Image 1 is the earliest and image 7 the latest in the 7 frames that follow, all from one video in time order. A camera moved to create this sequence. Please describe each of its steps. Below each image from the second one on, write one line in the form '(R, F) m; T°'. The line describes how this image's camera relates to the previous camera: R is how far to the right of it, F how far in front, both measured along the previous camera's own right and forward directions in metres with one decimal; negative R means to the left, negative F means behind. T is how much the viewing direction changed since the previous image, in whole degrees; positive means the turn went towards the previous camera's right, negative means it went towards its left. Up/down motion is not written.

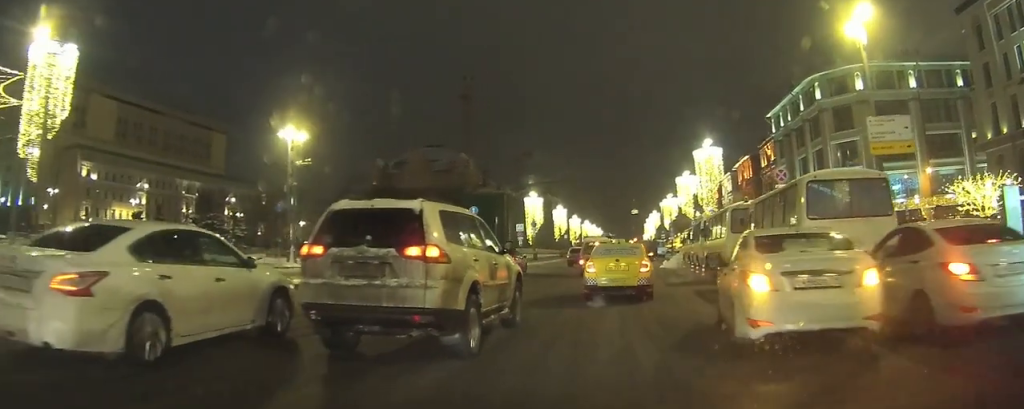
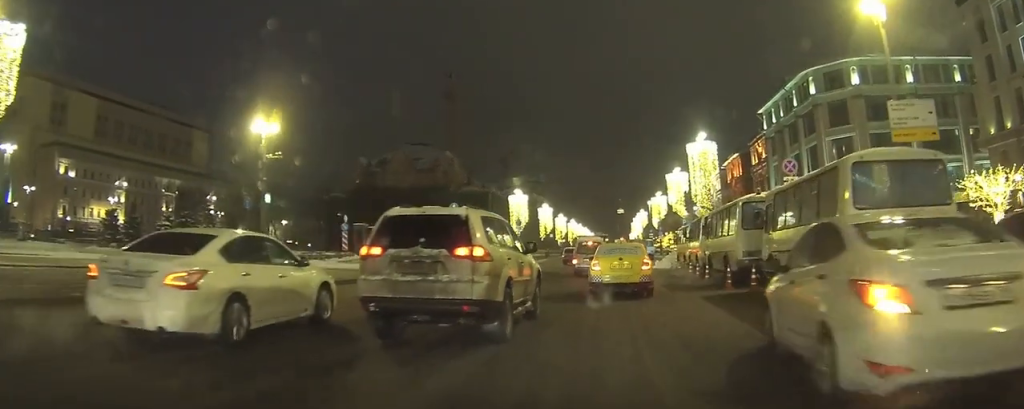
(0.0, +2.6) m; +2°
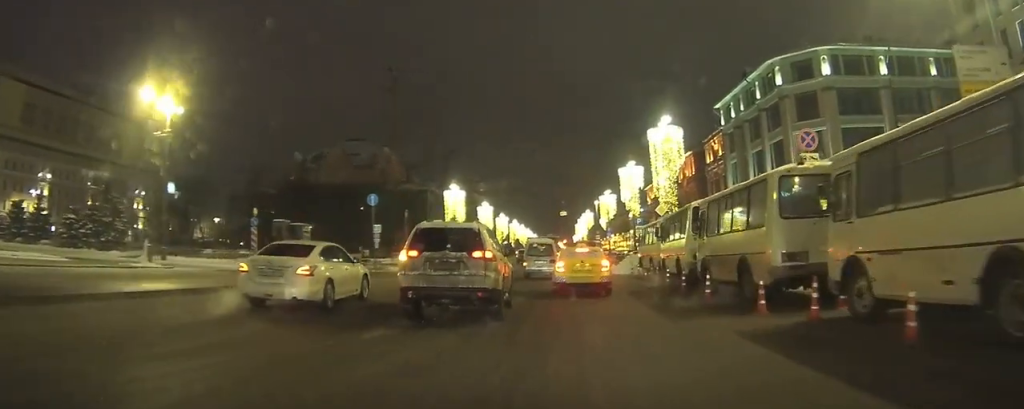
(+0.2, +6.9) m; +3°
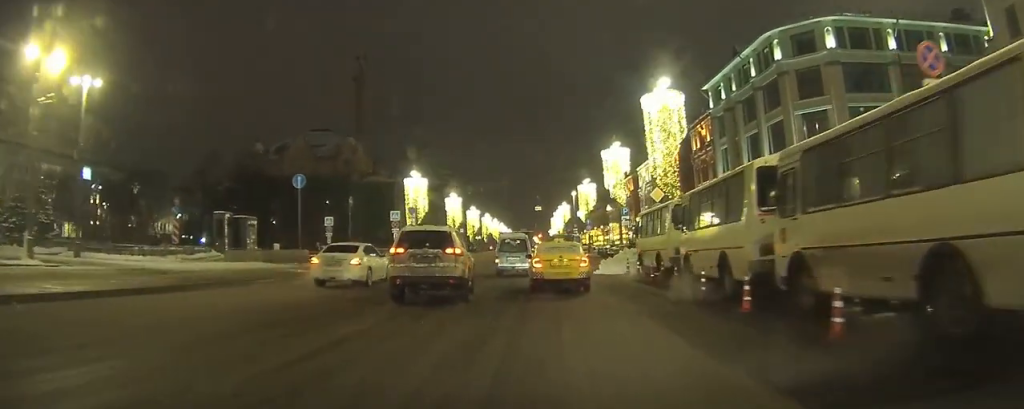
(+0.1, +7.7) m; +2°
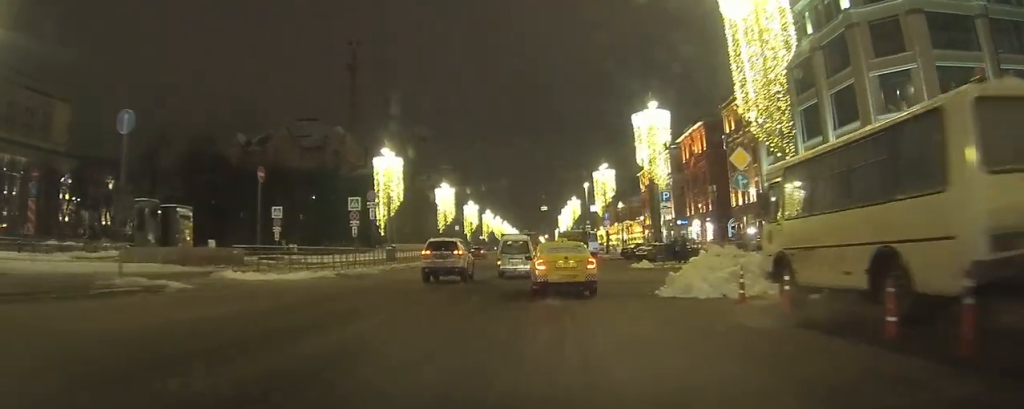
(+0.4, +16.5) m; +2°
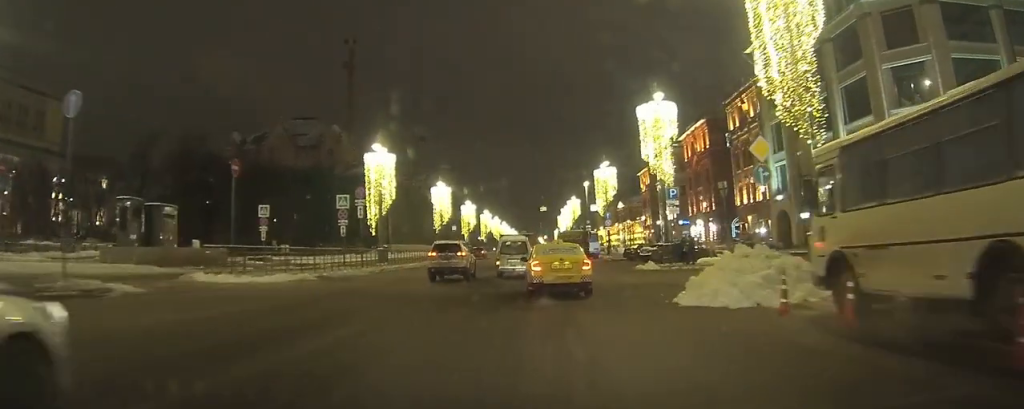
(0.0, +2.6) m; 0°
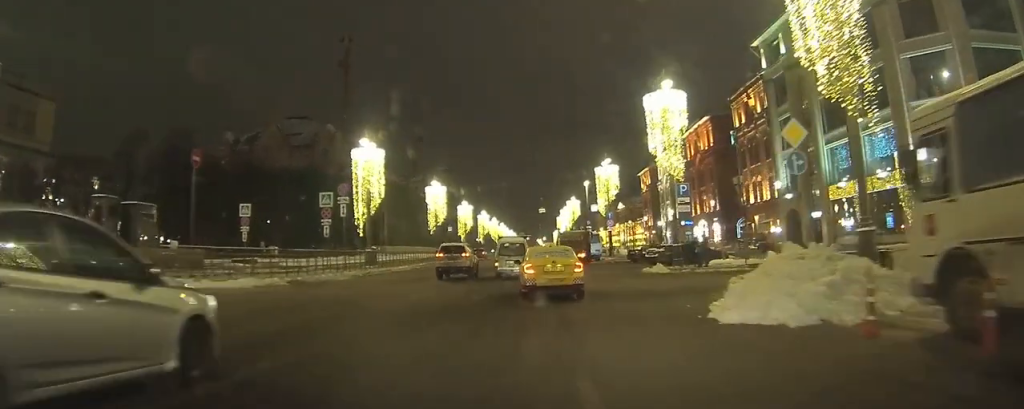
(0.0, +3.3) m; 0°
